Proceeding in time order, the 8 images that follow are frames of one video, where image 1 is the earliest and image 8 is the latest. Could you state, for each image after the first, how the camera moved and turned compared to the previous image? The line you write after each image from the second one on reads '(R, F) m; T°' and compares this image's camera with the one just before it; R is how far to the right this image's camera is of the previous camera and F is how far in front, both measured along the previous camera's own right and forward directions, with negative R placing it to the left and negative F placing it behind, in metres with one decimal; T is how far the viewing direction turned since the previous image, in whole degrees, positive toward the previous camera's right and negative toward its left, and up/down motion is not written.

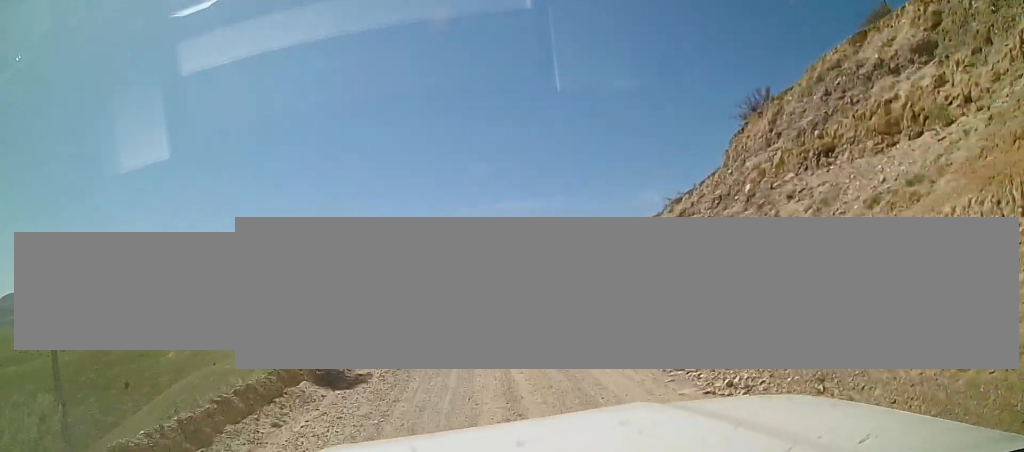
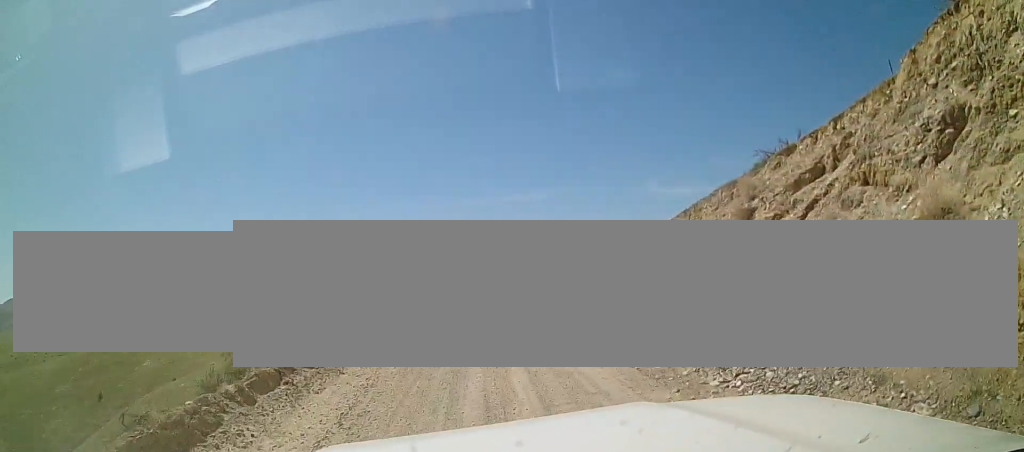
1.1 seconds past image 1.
(-0.2, +9.0) m; -2°
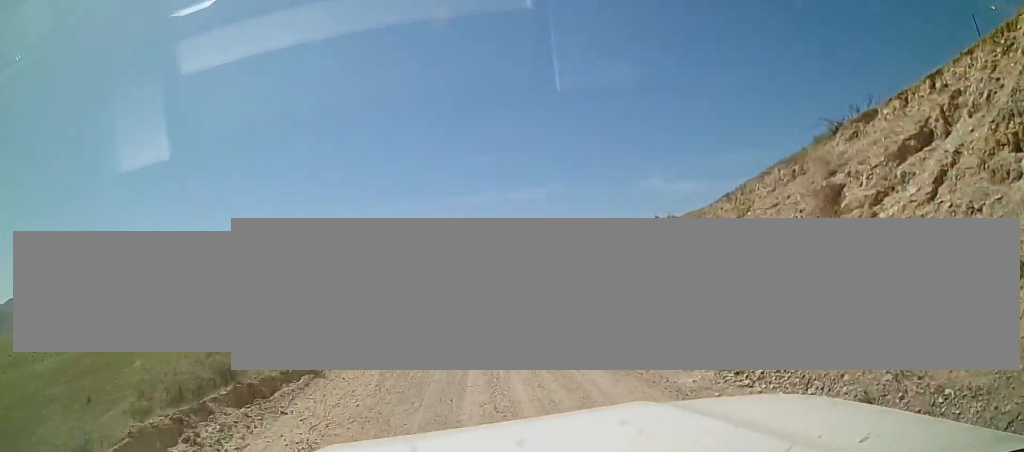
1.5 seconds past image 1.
(0.0, +3.4) m; -1°
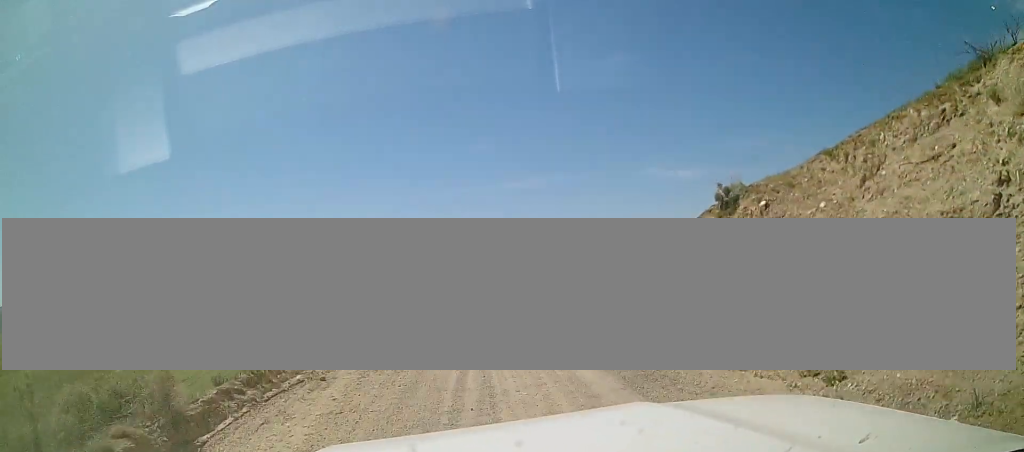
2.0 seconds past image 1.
(0.0, +4.9) m; -1°
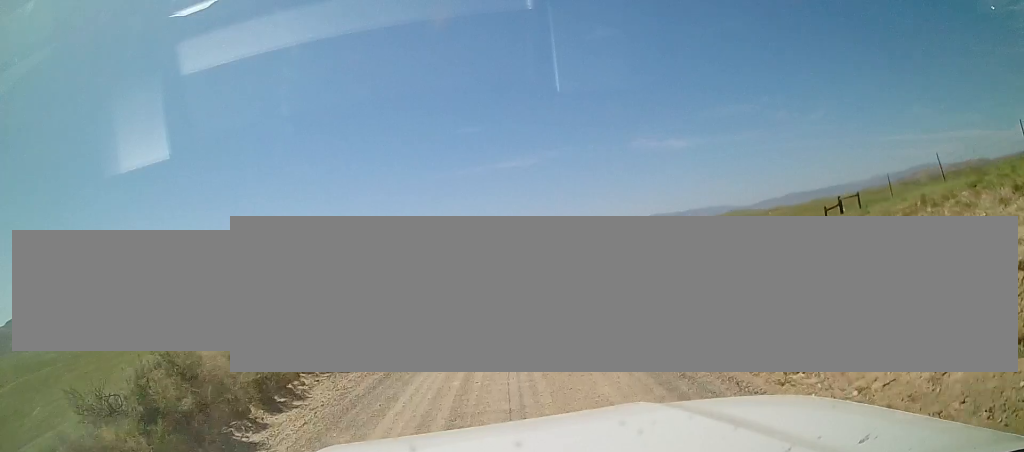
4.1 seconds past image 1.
(0.0, +19.3) m; +3°
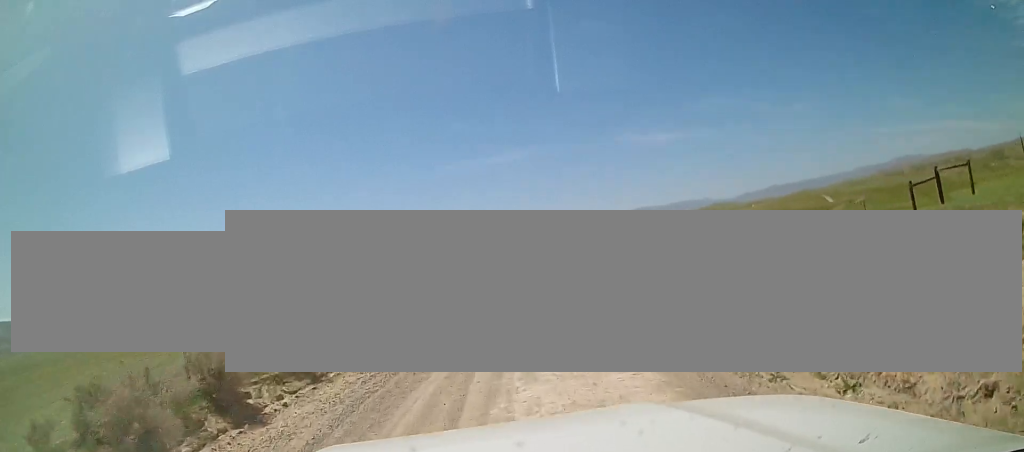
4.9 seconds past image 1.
(+0.1, +7.3) m; +2°
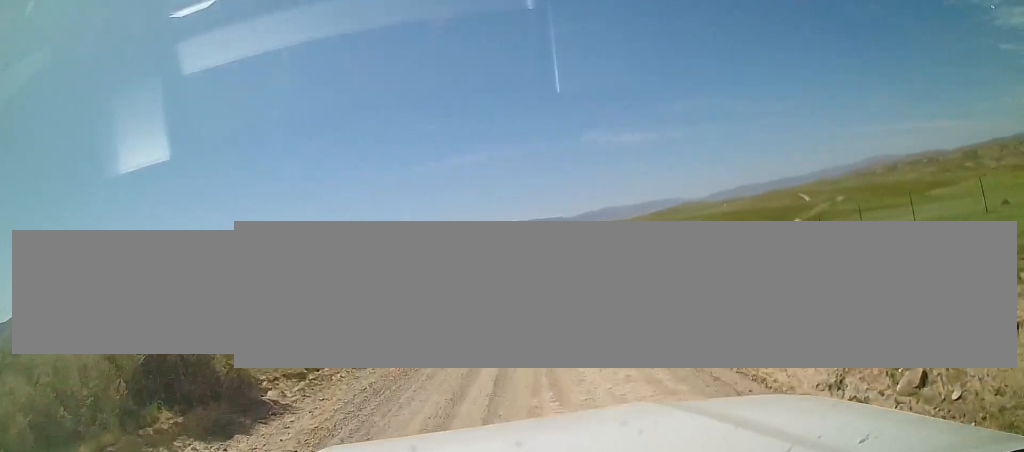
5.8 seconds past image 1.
(+0.1, +8.3) m; +3°
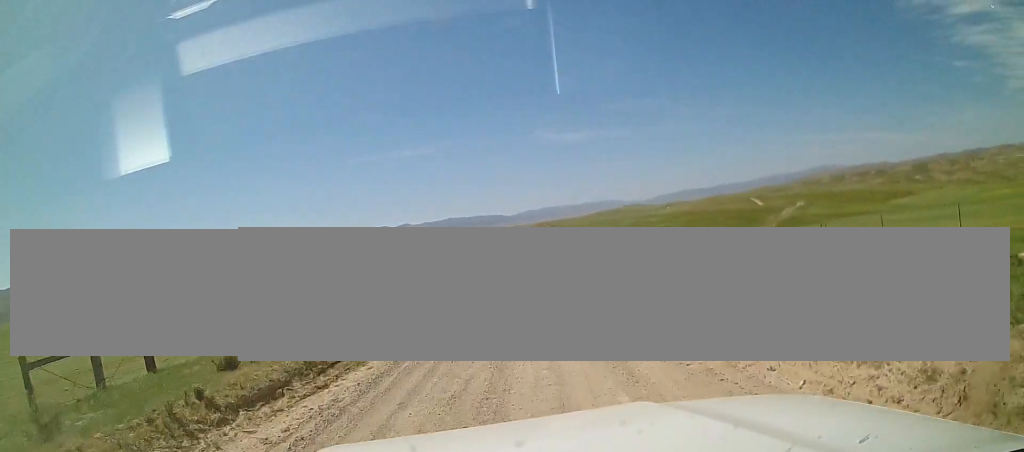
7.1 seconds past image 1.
(+0.6, +13.6) m; +5°
